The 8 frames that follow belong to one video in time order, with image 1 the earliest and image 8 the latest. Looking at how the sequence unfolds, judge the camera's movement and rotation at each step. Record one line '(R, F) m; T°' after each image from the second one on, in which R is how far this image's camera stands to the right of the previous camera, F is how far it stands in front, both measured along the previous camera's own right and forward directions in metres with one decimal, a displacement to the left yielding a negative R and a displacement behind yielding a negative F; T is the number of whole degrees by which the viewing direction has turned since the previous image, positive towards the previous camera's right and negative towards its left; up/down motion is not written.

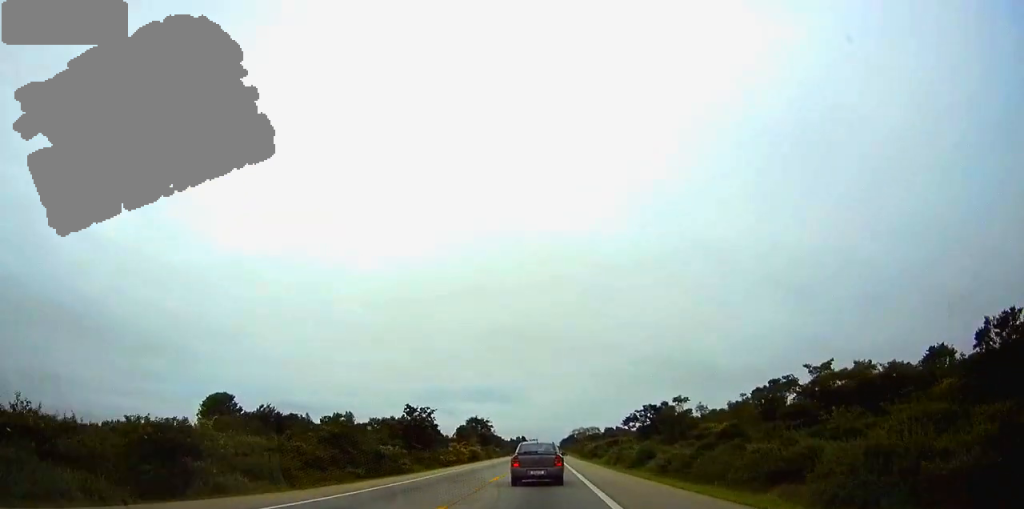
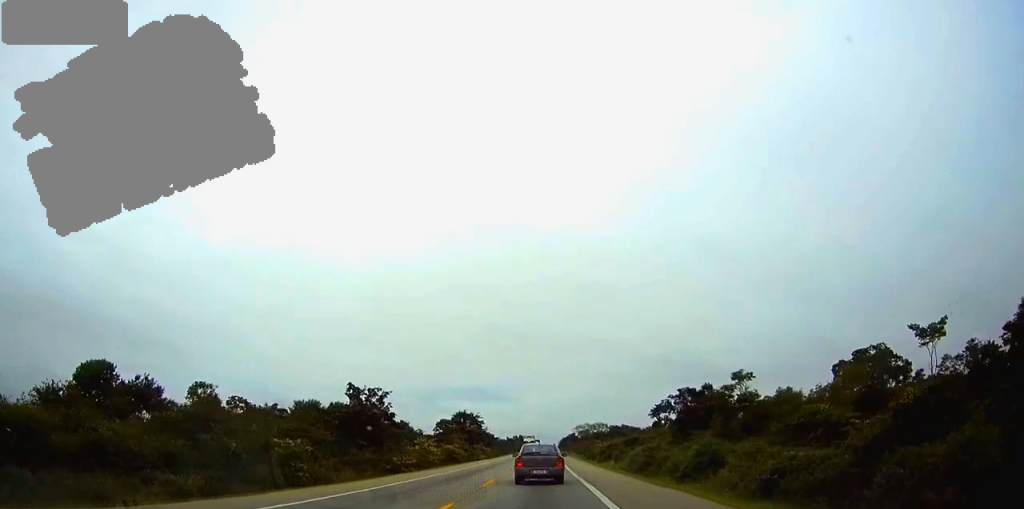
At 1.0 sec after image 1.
(+0.2, +29.9) m; 0°
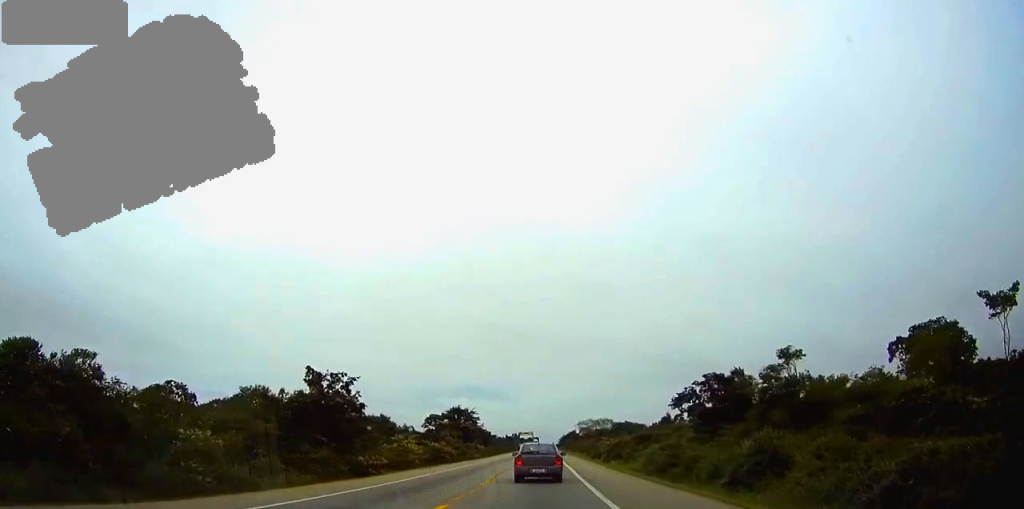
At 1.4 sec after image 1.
(+0.1, +13.0) m; 0°
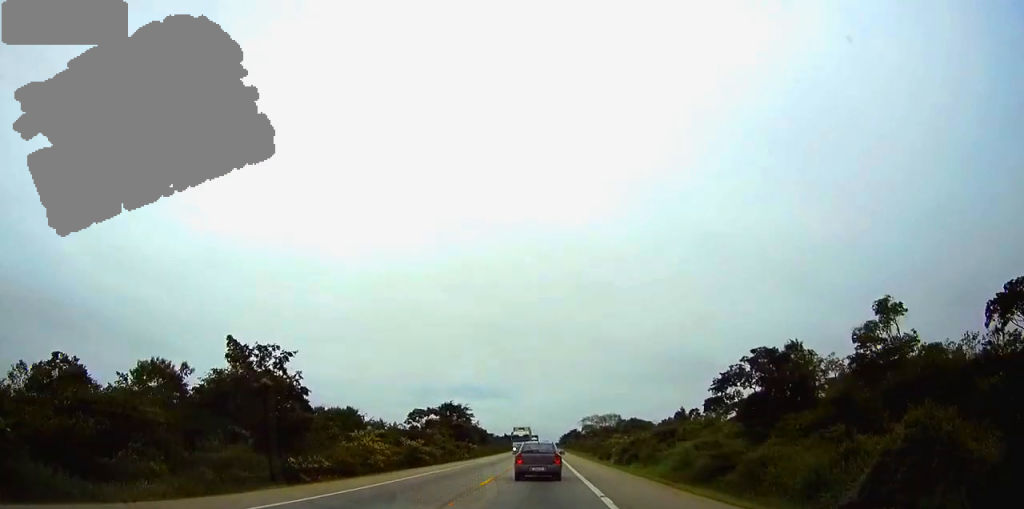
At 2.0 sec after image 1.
(-0.1, +16.1) m; 0°
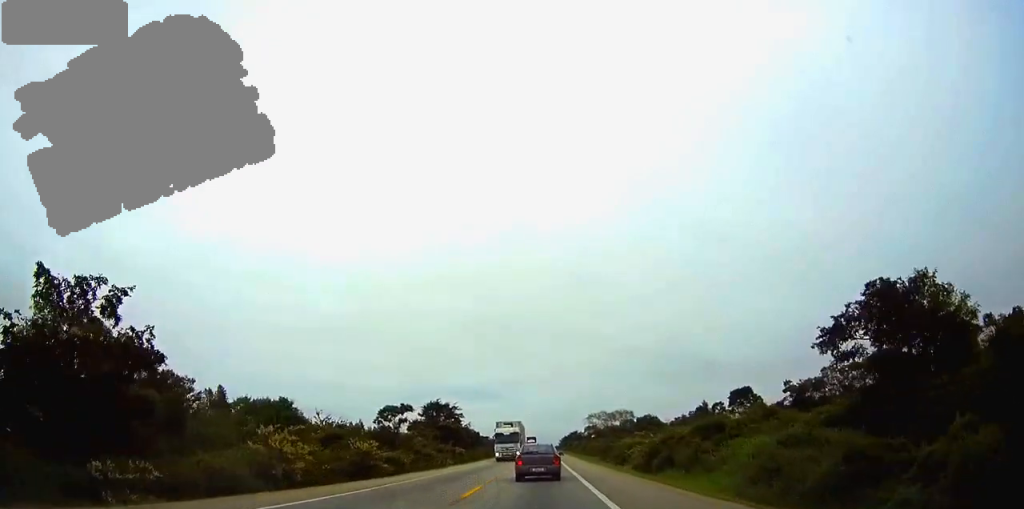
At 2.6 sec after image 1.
(-0.1, +20.1) m; 0°
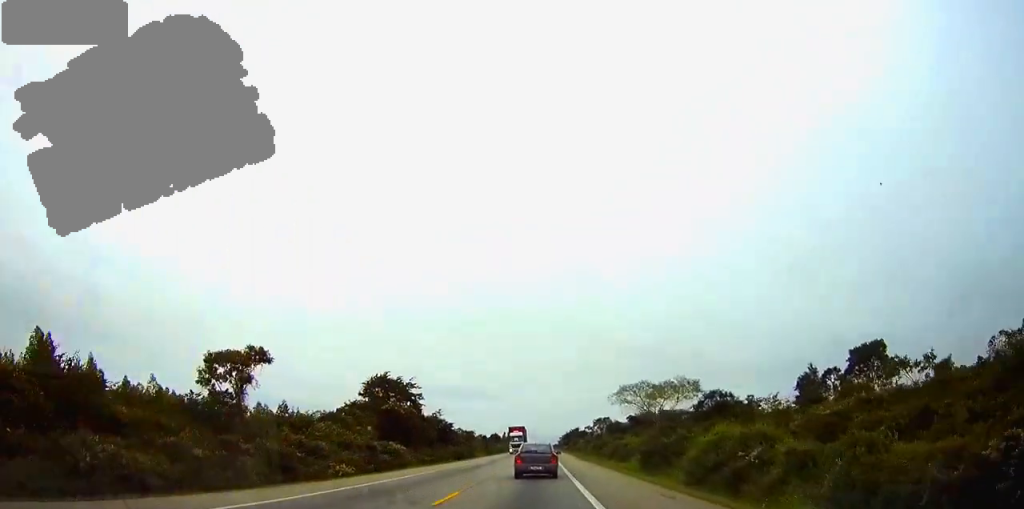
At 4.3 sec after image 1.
(+0.1, +49.7) m; 0°
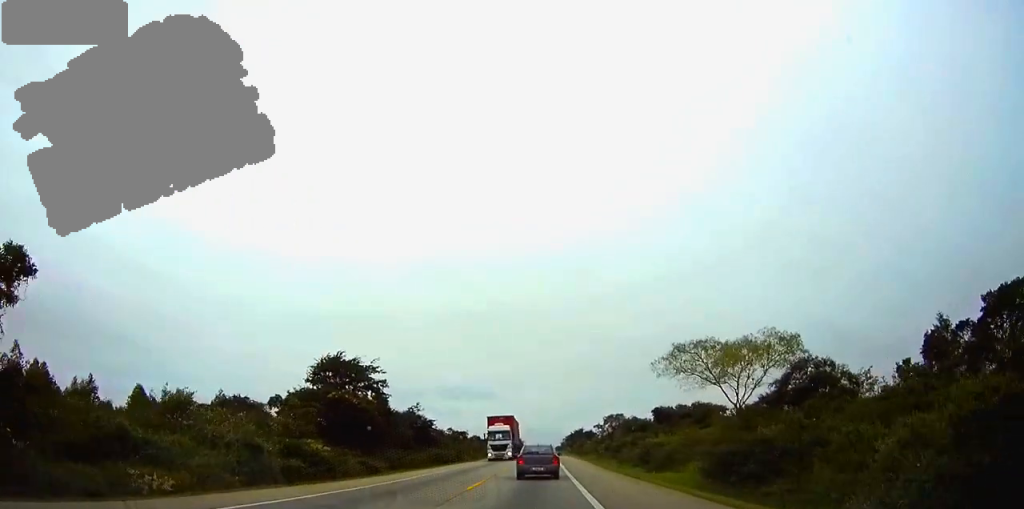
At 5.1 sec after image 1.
(-0.1, +25.4) m; 0°
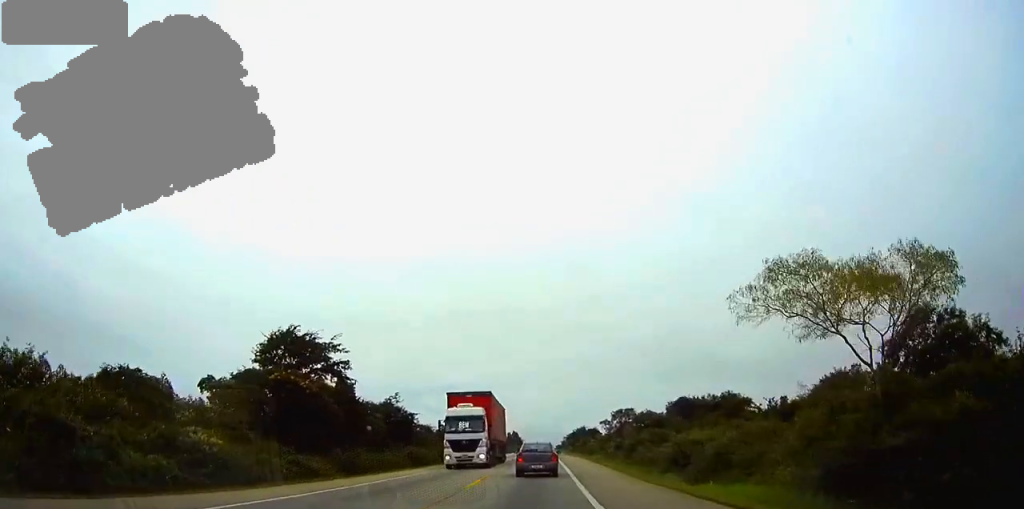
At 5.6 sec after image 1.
(0.0, +16.2) m; 0°
